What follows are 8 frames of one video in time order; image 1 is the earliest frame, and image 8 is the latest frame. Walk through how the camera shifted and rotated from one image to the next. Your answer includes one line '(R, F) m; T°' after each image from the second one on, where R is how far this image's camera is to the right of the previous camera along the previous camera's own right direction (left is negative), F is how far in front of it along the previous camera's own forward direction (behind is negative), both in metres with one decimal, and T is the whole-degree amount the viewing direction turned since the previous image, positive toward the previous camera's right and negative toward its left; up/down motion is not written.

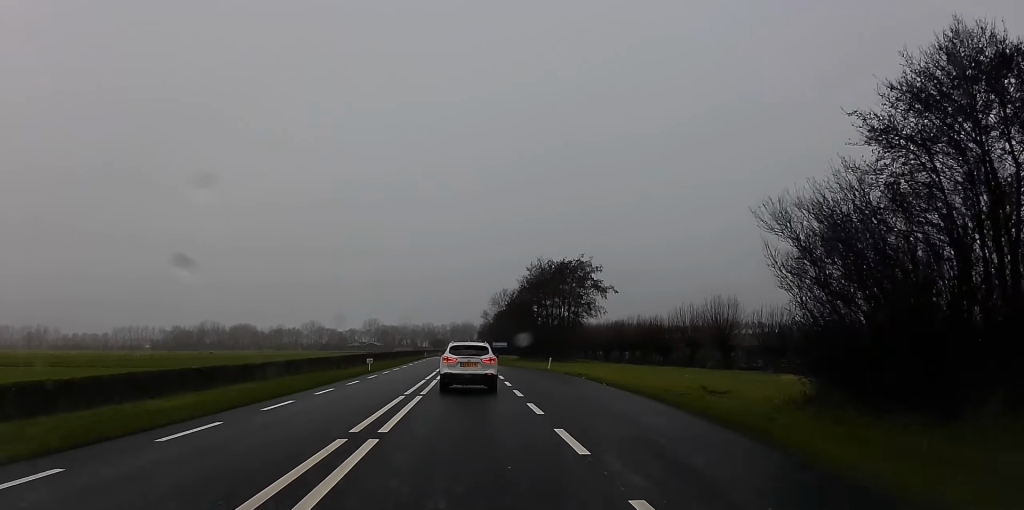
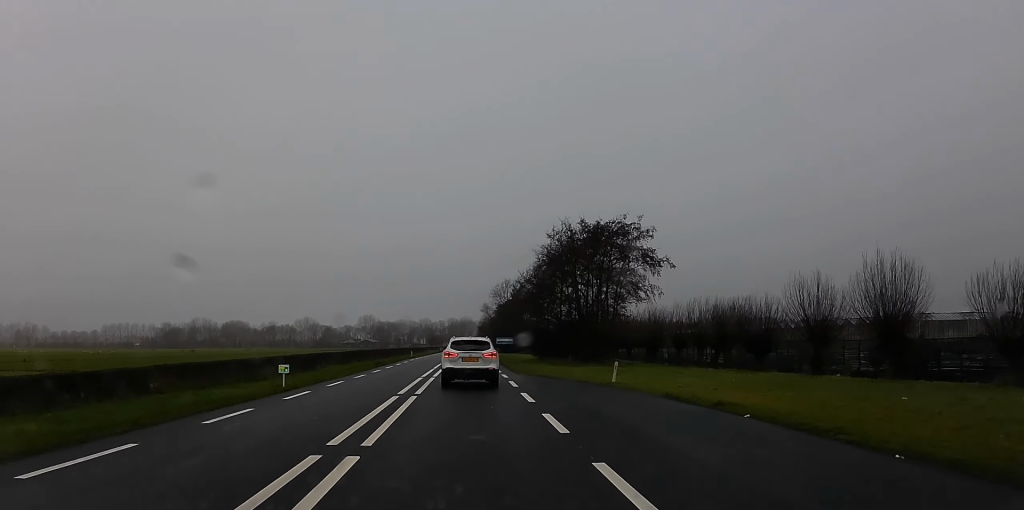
(+0.4, +22.0) m; +2°
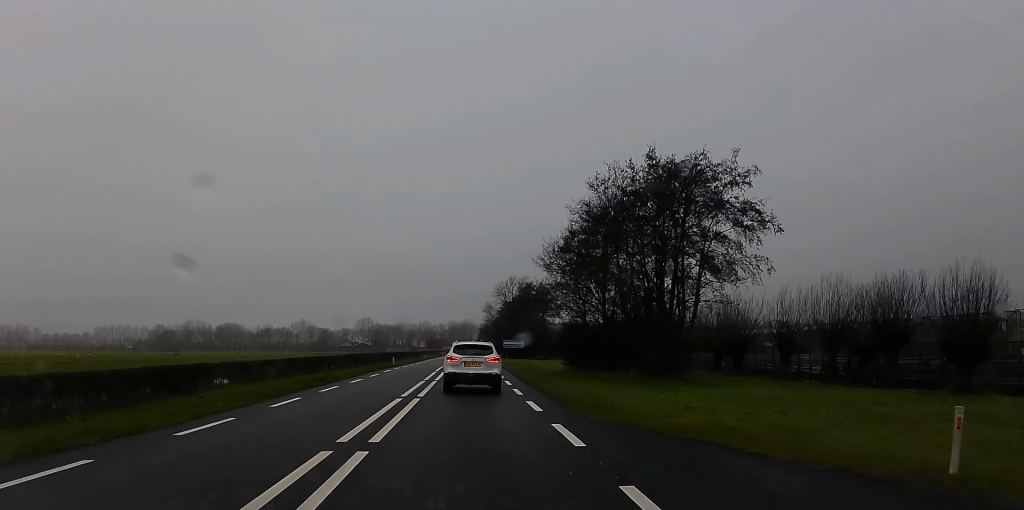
(0.0, +19.1) m; 0°
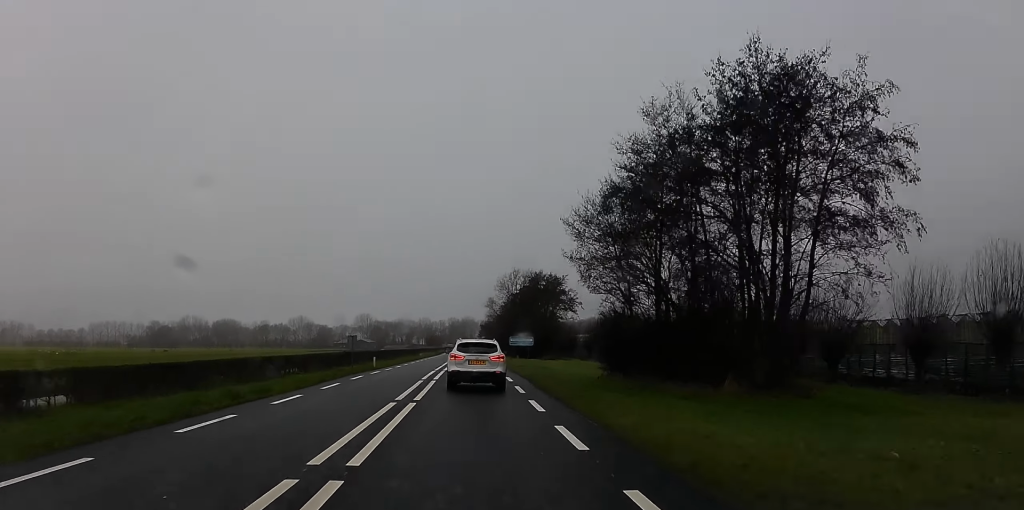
(0.0, +12.3) m; -1°
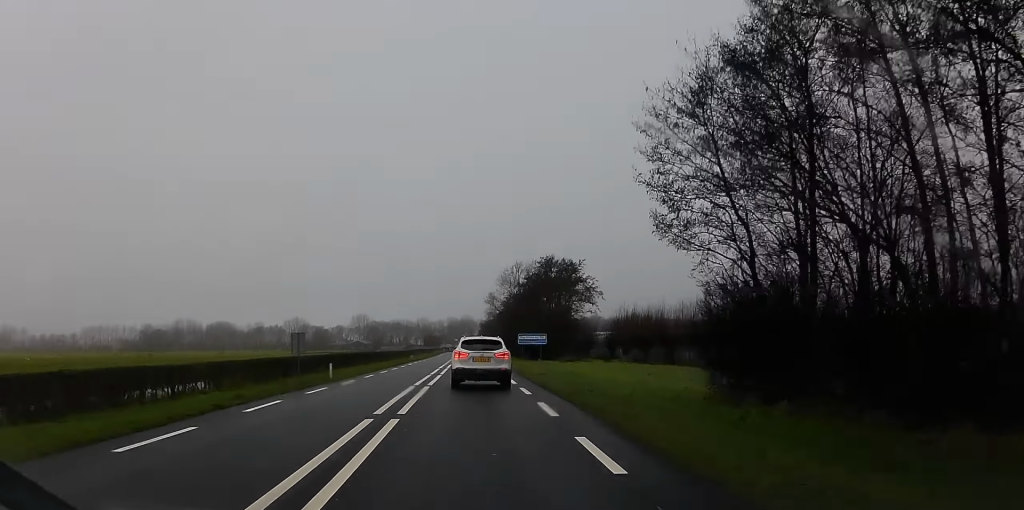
(-0.2, +14.4) m; -1°
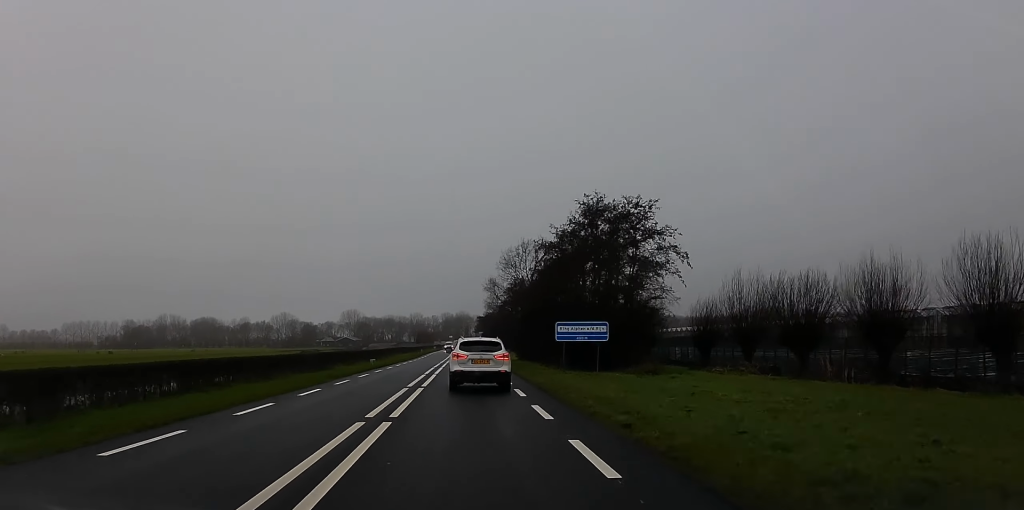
(-0.4, +30.2) m; 0°
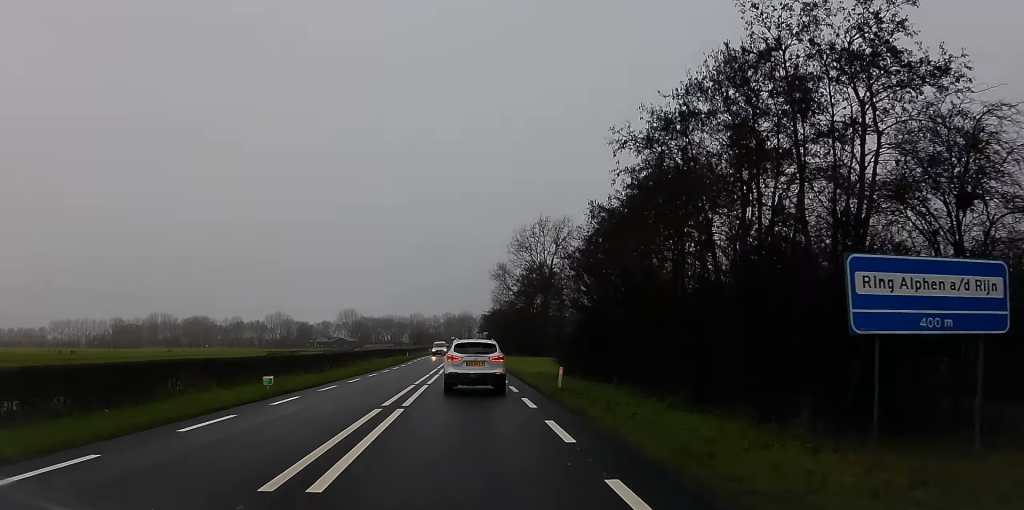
(+0.3, +27.0) m; +1°
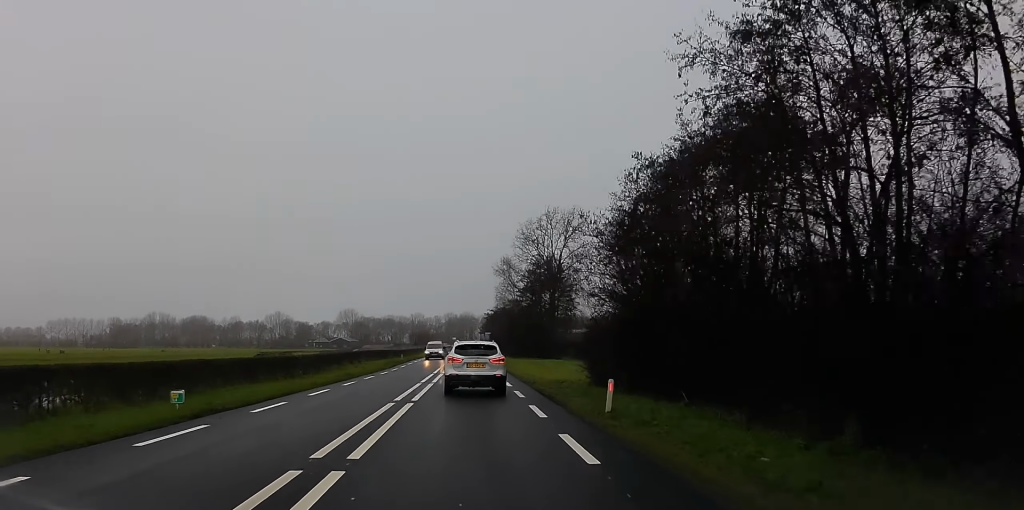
(0.0, +8.0) m; 0°
